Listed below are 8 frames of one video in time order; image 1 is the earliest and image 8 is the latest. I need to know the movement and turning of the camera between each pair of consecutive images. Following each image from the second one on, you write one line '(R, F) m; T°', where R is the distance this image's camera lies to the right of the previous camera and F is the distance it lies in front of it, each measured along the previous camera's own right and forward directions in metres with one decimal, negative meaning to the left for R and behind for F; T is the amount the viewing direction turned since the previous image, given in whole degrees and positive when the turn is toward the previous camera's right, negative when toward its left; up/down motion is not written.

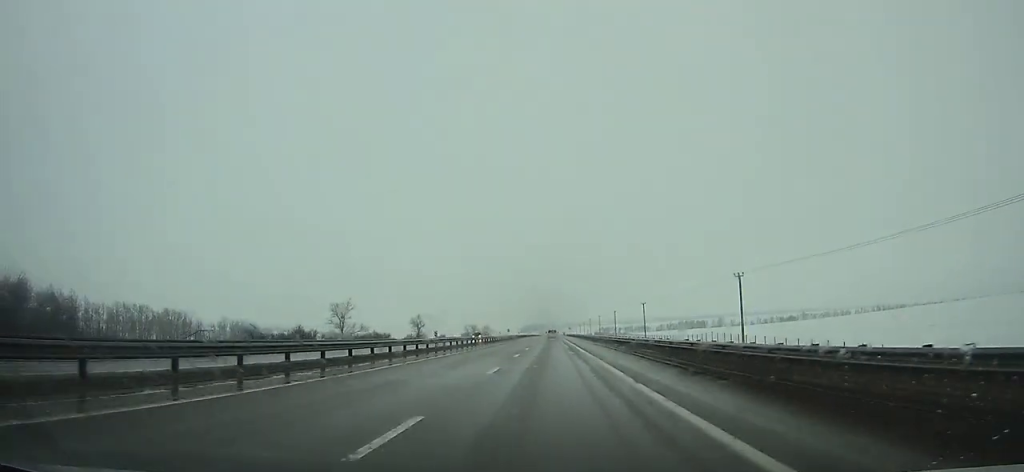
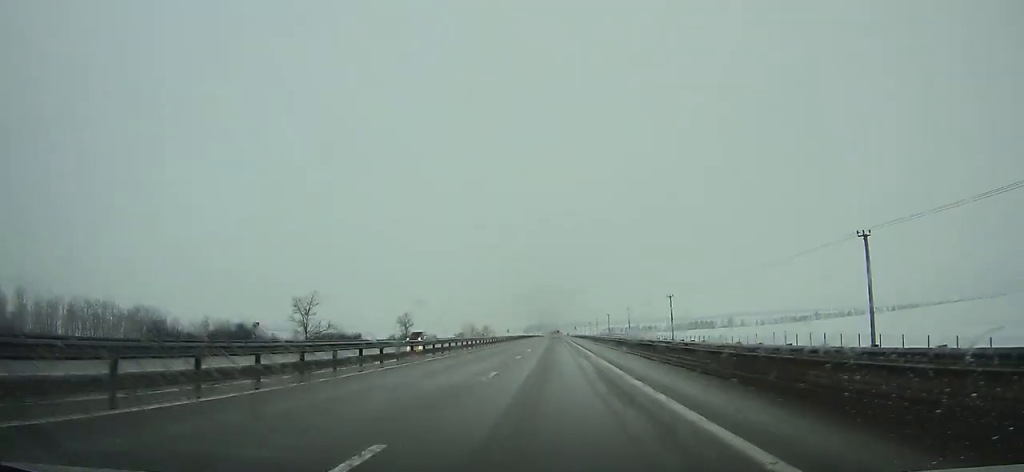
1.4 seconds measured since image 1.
(0.0, +26.8) m; 0°
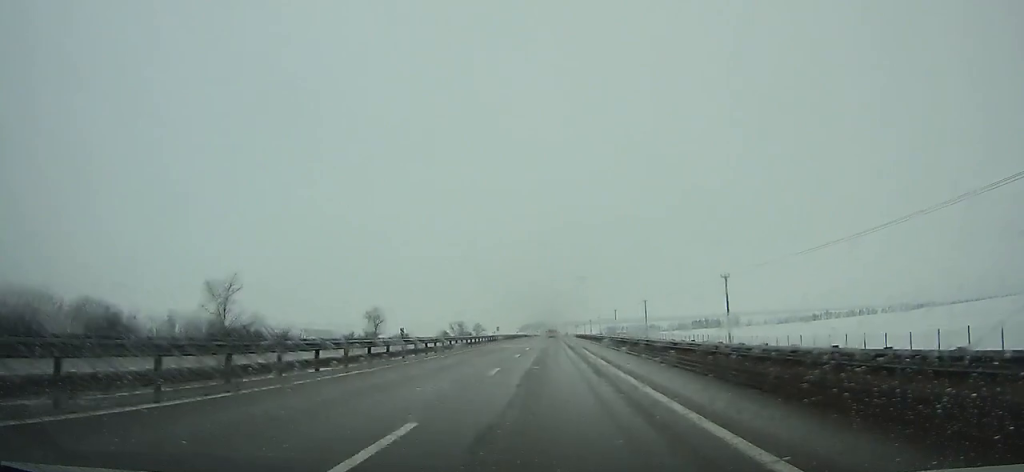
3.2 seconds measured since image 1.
(-0.1, +34.4) m; 0°
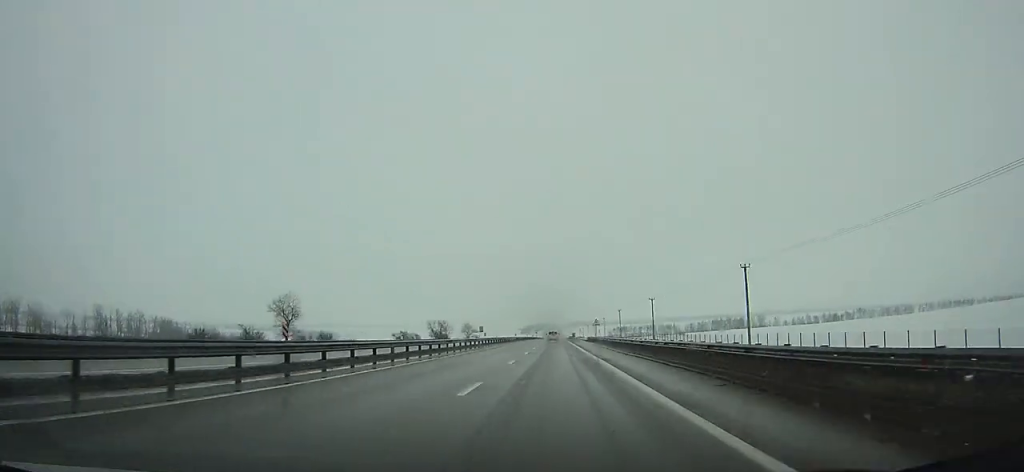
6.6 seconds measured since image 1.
(0.0, +64.9) m; 0°
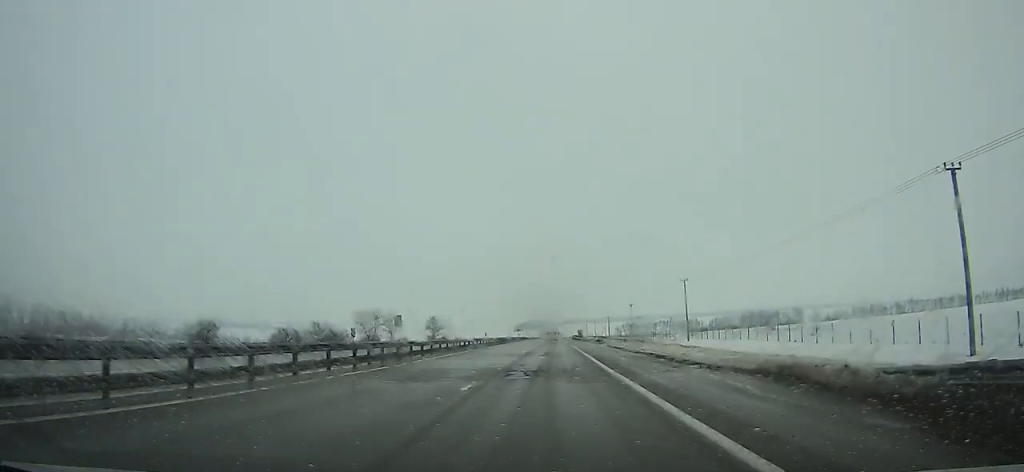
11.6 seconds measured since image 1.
(+0.1, +95.7) m; 0°
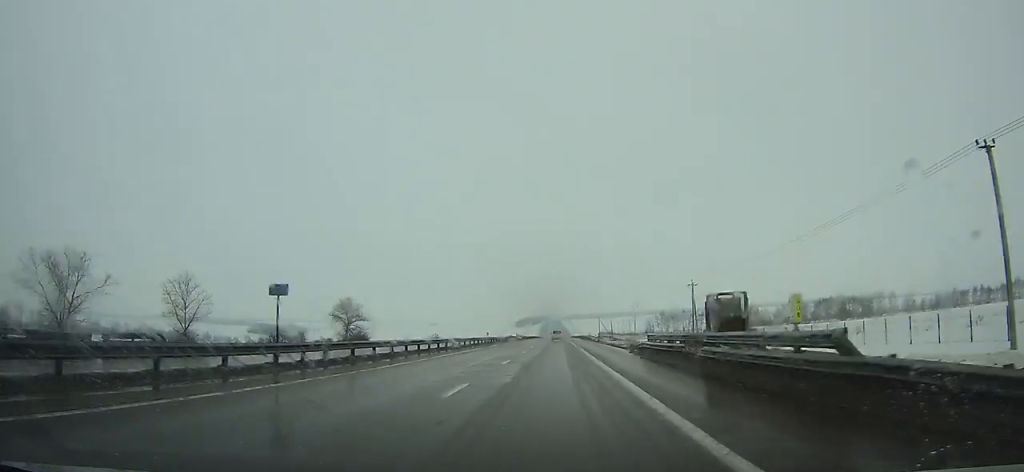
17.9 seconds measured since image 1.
(-0.5, +121.1) m; 0°
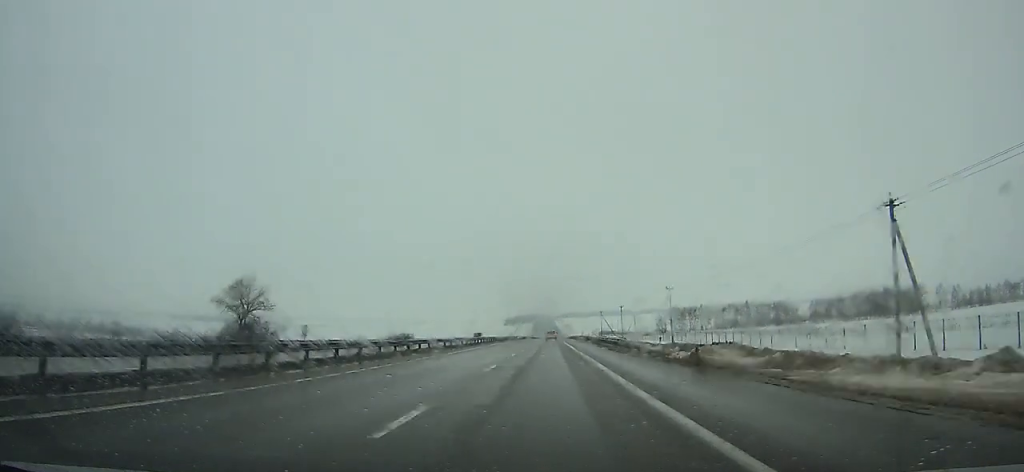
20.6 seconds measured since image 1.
(+0.2, +52.1) m; 0°
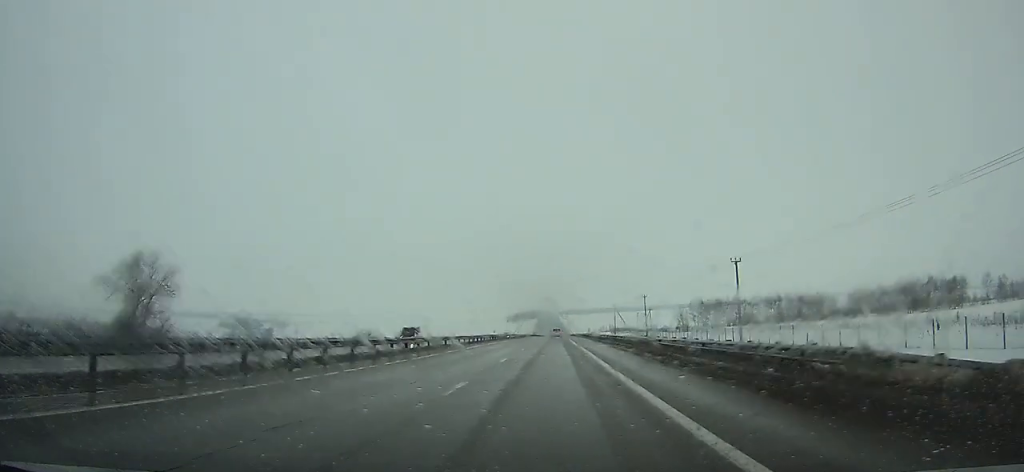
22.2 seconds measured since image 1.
(0.0, +31.0) m; 0°
